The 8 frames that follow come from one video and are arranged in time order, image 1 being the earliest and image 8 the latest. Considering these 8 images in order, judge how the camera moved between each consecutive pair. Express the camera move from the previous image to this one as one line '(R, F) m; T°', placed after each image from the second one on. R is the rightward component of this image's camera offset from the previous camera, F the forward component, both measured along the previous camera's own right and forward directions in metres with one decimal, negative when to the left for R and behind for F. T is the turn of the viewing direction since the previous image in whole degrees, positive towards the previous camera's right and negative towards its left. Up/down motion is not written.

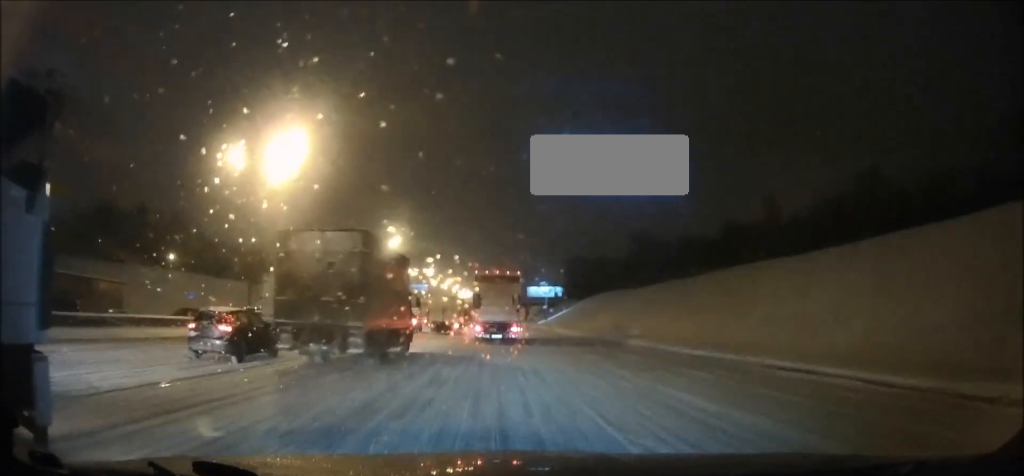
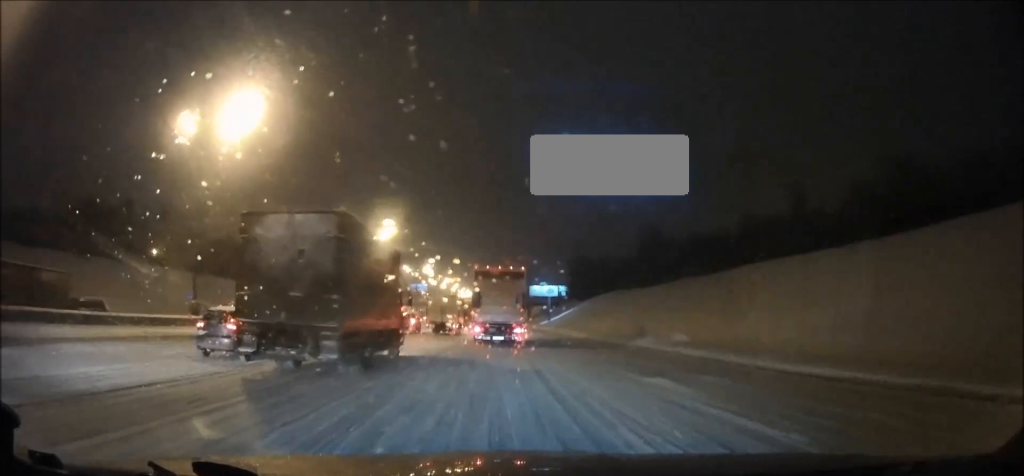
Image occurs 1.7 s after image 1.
(0.0, +7.5) m; -2°
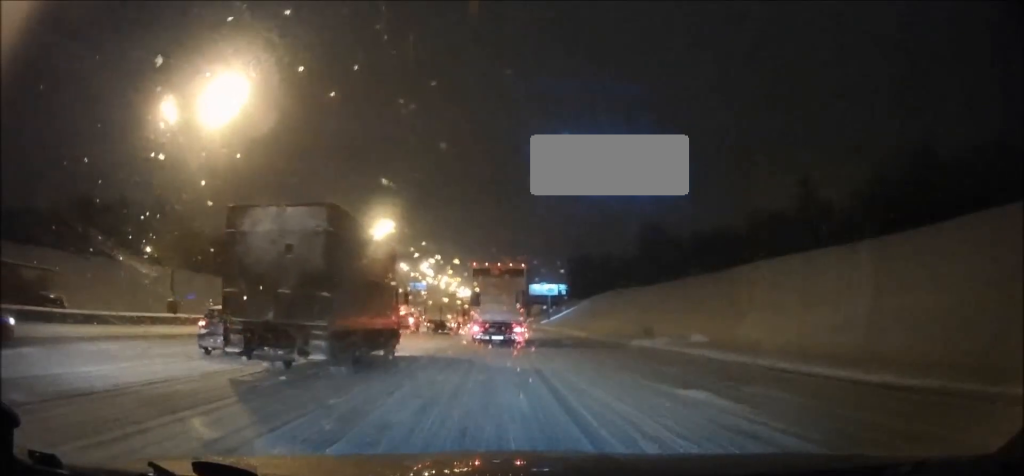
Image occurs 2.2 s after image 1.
(-0.1, +2.2) m; 0°
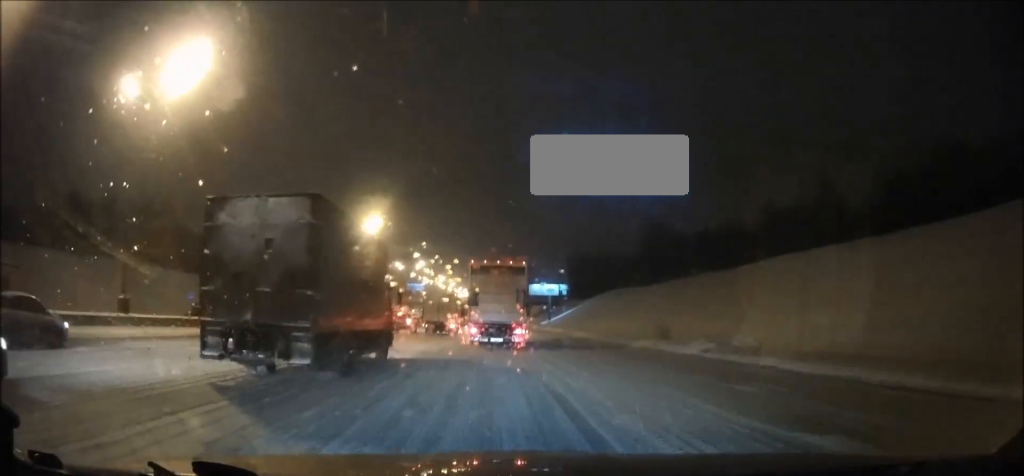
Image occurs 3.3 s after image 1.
(0.0, +4.4) m; +2°
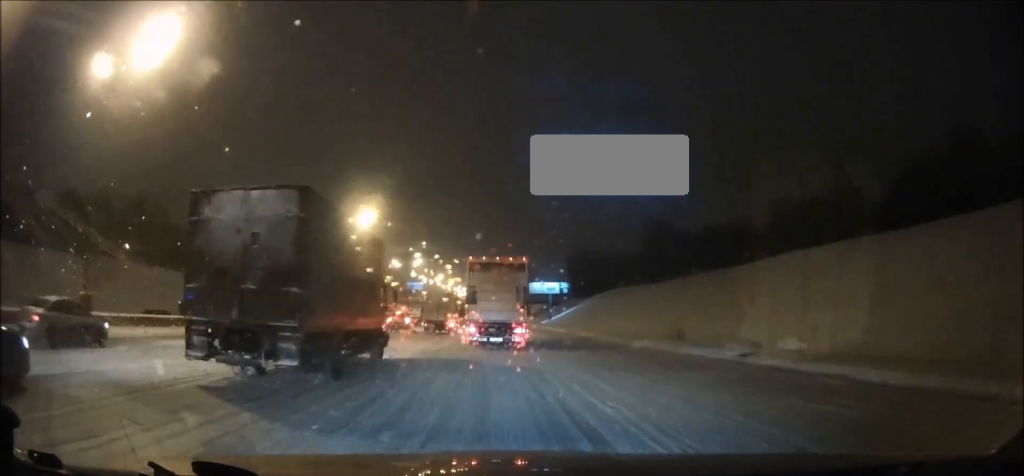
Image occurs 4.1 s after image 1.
(+0.1, +3.0) m; +2°
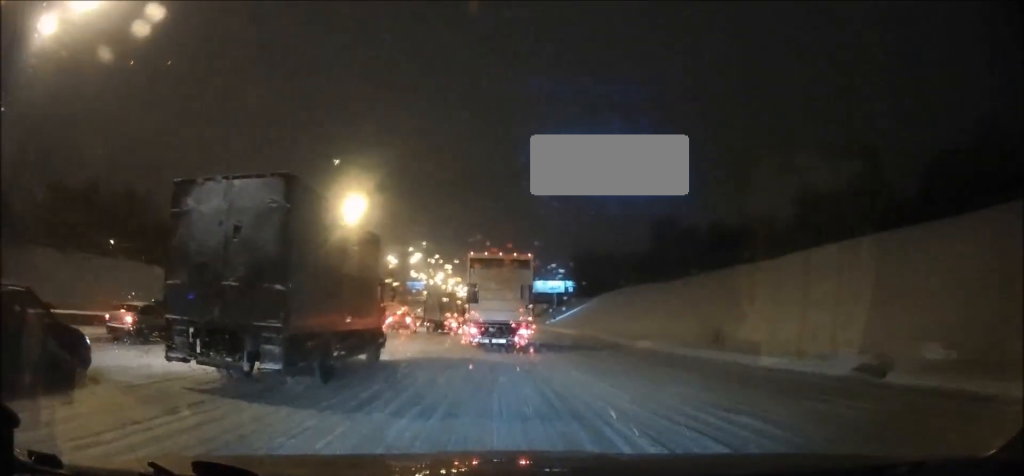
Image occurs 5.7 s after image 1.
(0.0, +5.9) m; -1°
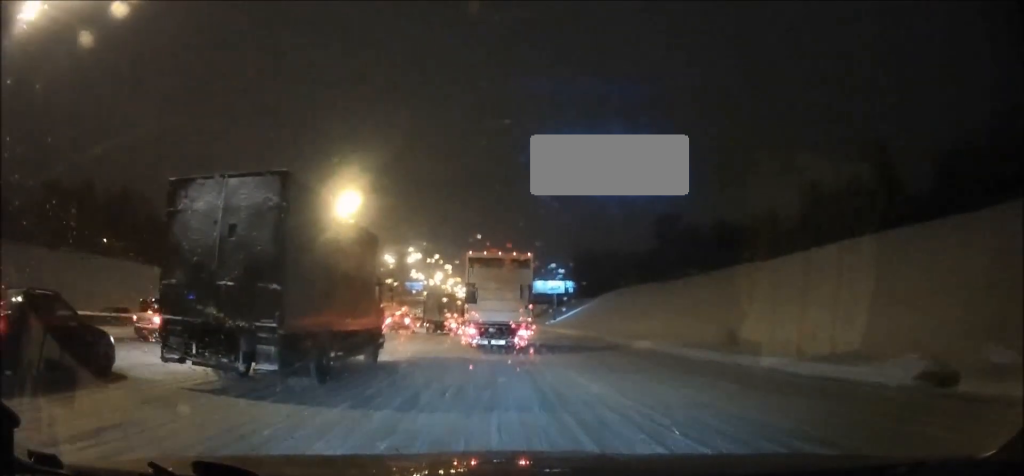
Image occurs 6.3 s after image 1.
(0.0, +2.1) m; 0°
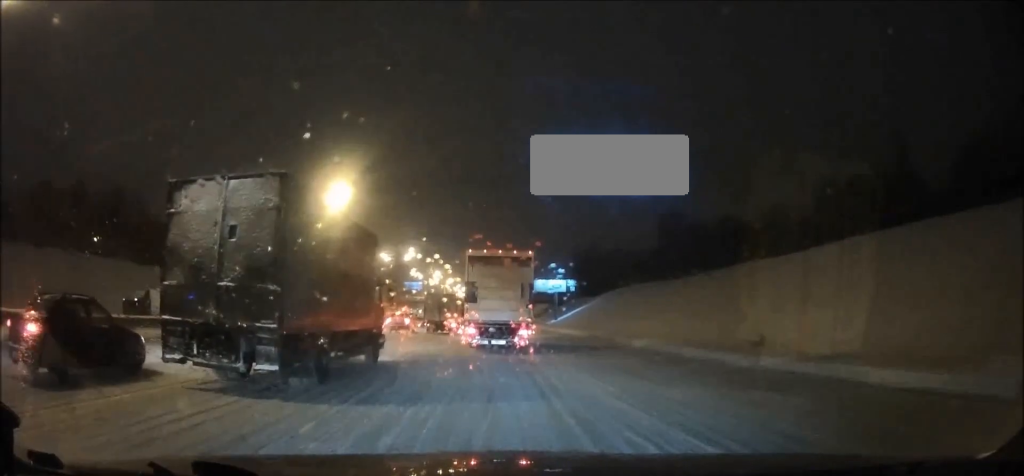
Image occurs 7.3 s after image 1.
(0.0, +3.0) m; -1°
